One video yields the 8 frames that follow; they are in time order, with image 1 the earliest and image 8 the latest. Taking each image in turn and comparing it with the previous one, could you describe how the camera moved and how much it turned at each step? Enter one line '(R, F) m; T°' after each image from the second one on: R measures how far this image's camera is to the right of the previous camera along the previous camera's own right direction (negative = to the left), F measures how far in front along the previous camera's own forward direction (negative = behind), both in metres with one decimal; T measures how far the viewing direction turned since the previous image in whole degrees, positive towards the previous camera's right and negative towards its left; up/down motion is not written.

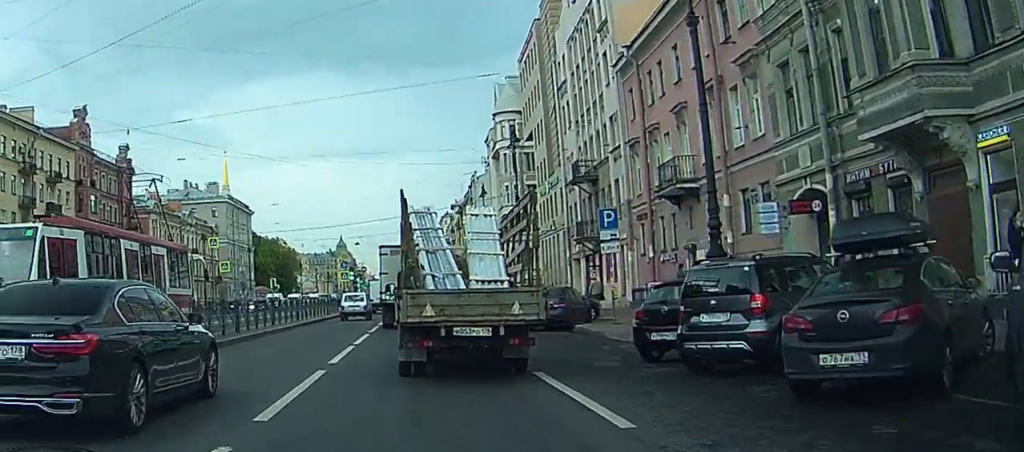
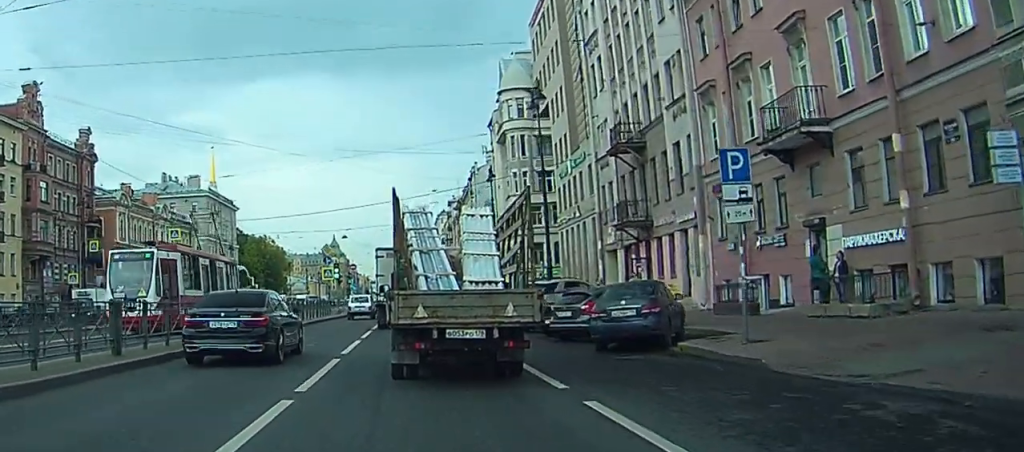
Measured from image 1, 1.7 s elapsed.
(0.0, +11.6) m; 0°
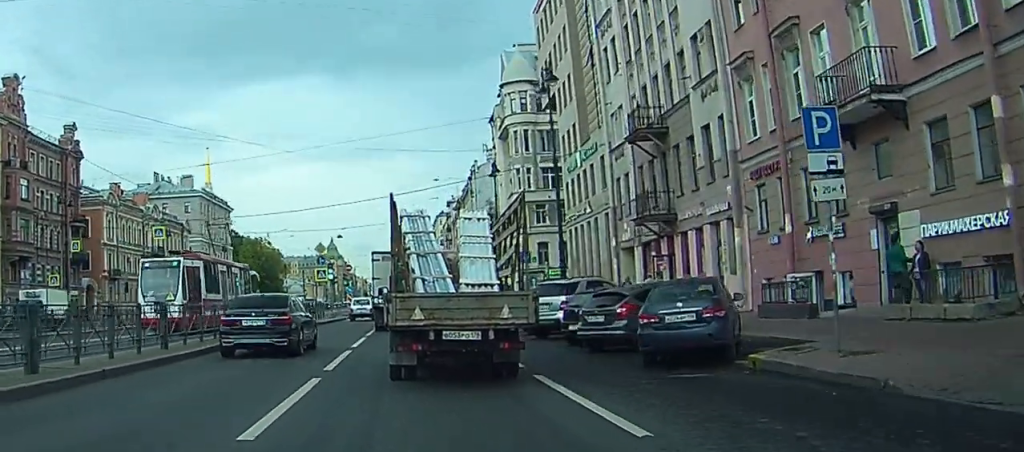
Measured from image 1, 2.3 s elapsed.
(0.0, +4.2) m; -1°
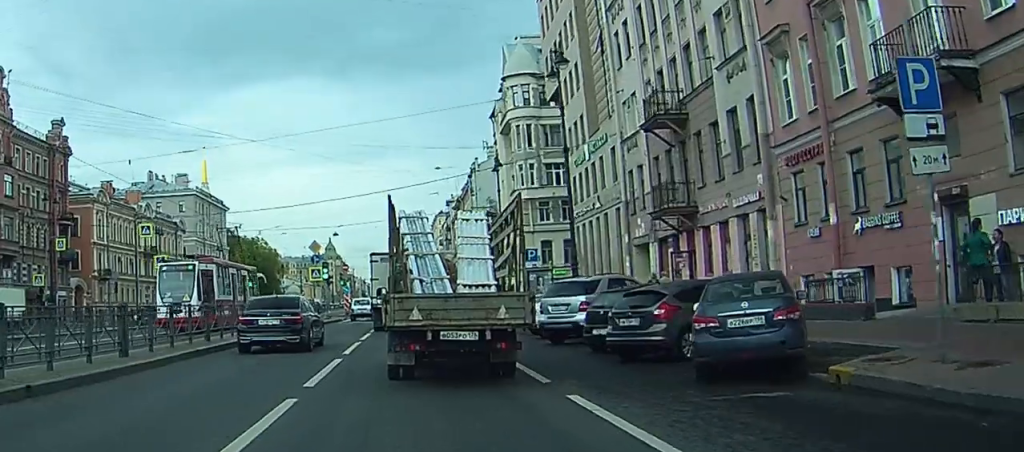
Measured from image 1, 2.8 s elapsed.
(0.0, +3.0) m; 0°
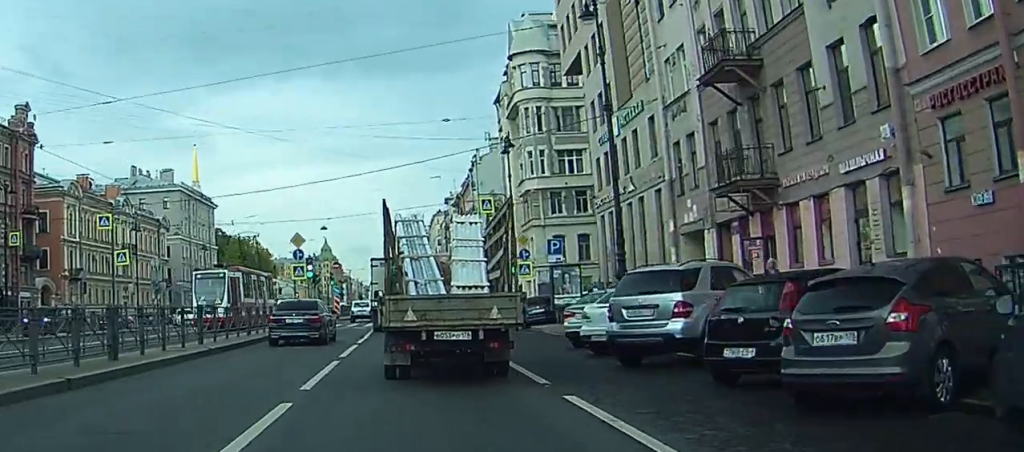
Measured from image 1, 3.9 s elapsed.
(0.0, +8.1) m; +1°
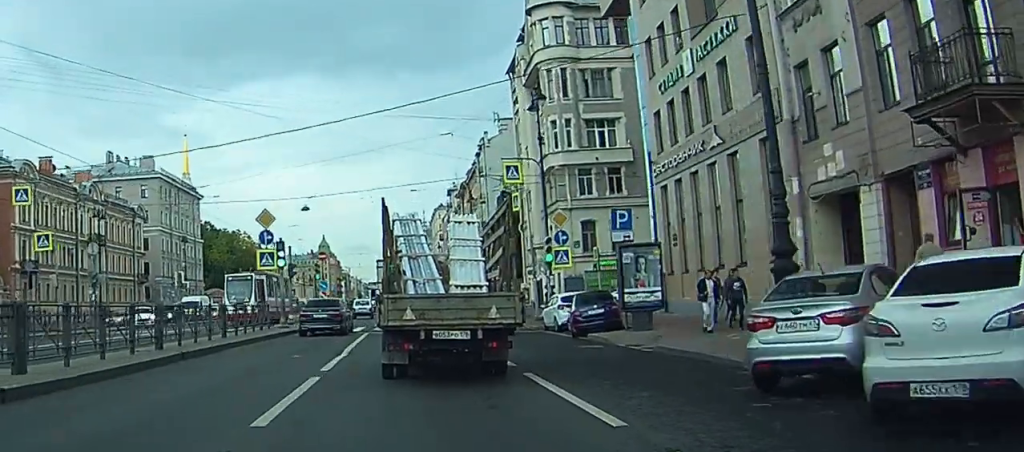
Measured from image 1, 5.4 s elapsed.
(+0.1, +11.5) m; 0°
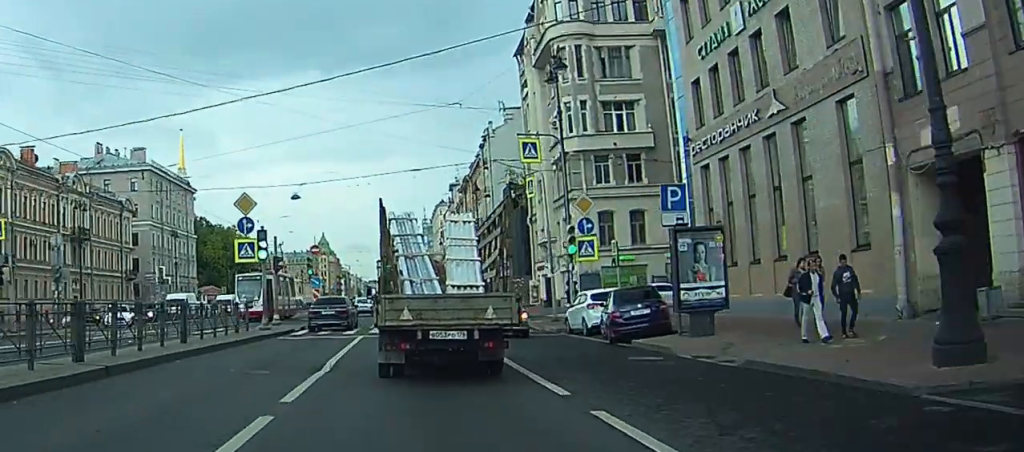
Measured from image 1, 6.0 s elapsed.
(0.0, +5.3) m; -1°
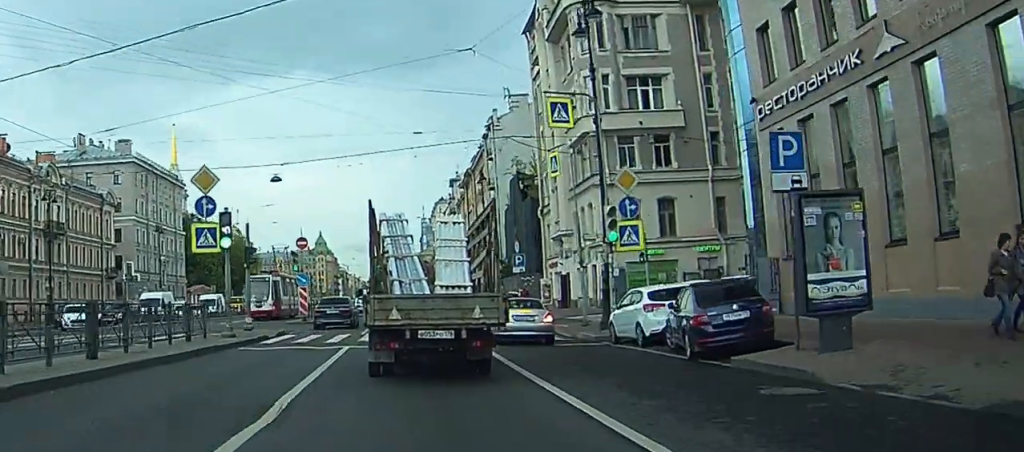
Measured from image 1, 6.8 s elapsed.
(0.0, +6.8) m; -2°
